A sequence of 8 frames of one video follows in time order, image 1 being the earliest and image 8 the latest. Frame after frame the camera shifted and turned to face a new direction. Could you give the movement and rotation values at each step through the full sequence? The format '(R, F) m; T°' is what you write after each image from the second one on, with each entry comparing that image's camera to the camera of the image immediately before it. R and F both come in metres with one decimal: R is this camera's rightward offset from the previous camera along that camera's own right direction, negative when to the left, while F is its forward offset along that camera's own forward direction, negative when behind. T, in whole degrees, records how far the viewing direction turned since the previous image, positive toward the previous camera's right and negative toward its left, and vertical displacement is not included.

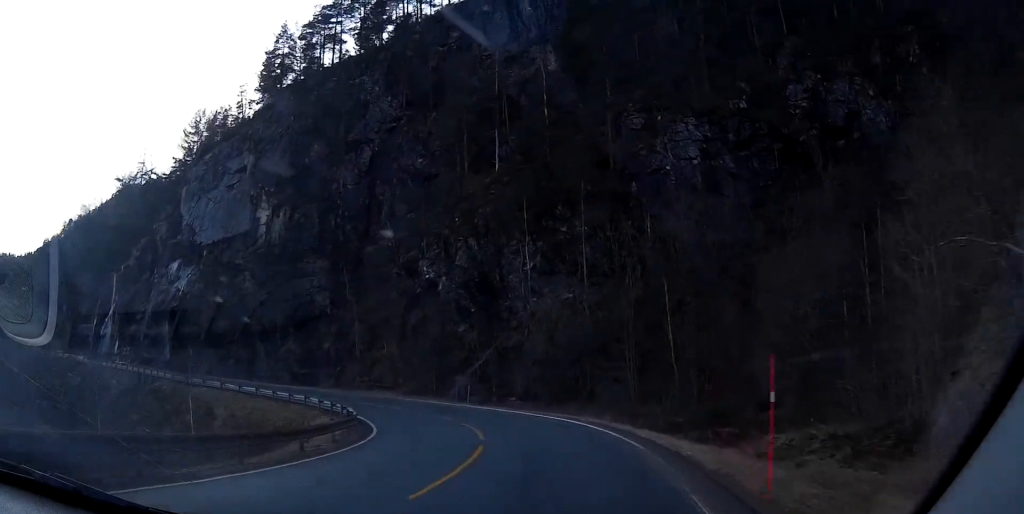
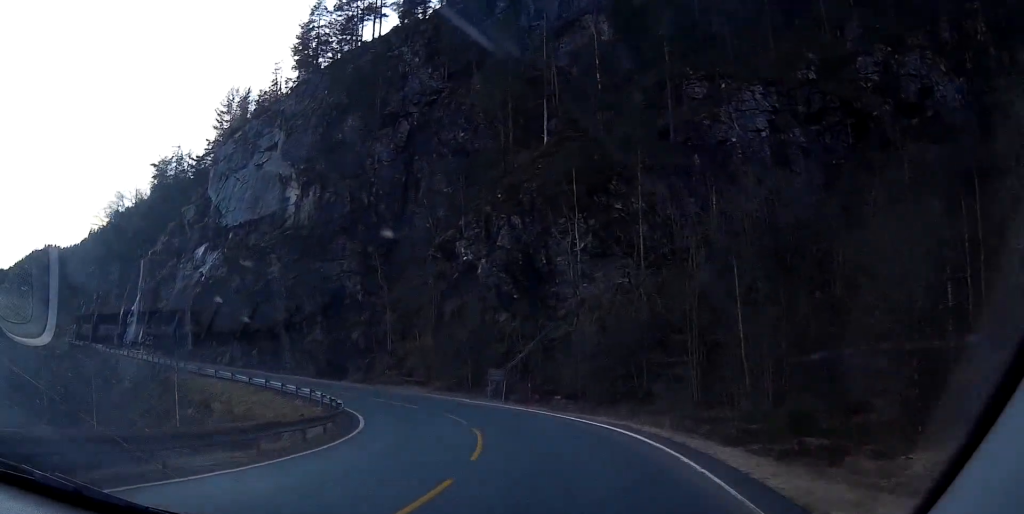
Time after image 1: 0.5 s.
(+0.1, +7.5) m; -2°
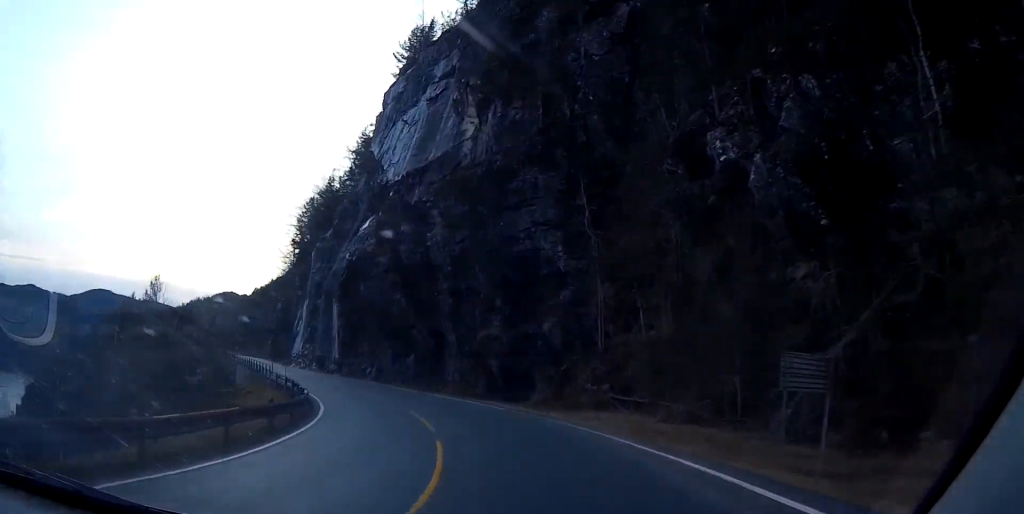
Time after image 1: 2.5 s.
(-5.3, +29.9) m; -23°
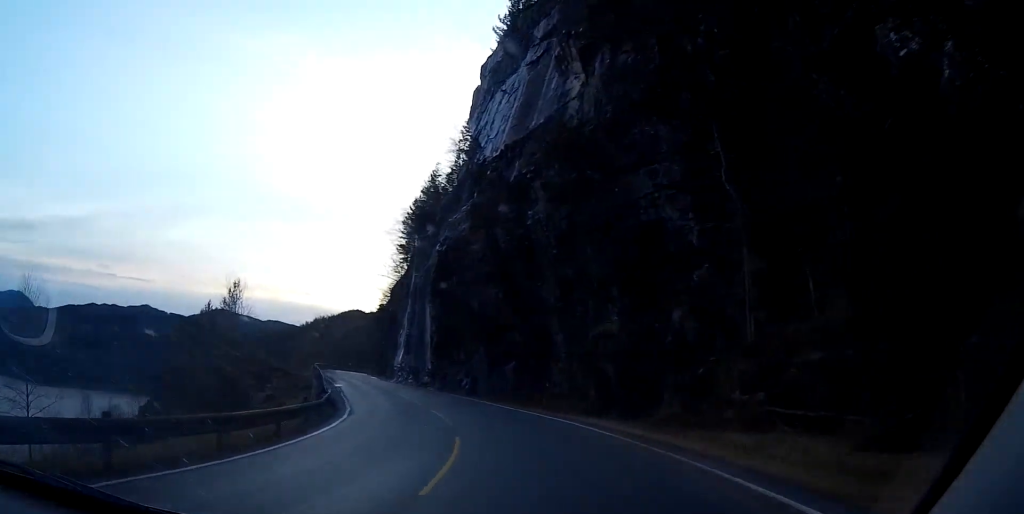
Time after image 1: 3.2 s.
(-0.9, +10.3) m; -10°
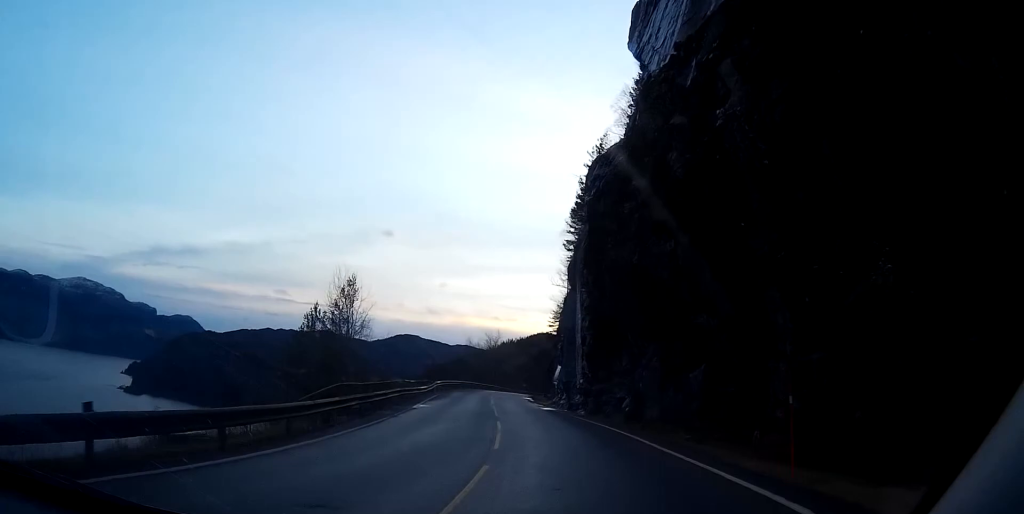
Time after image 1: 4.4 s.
(-2.6, +17.4) m; -16°
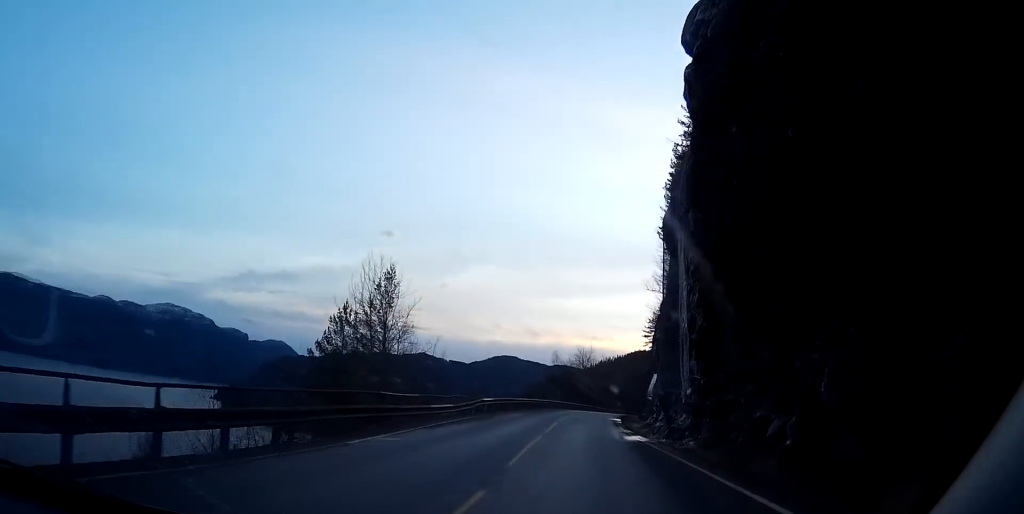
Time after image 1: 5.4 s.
(-1.2, +15.0) m; -6°
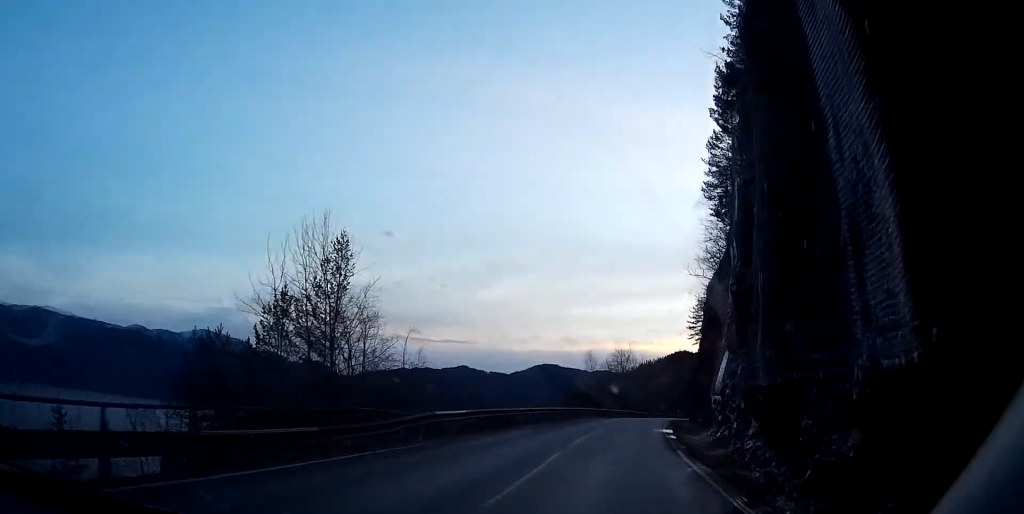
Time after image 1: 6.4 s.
(-0.5, +16.3) m; -2°
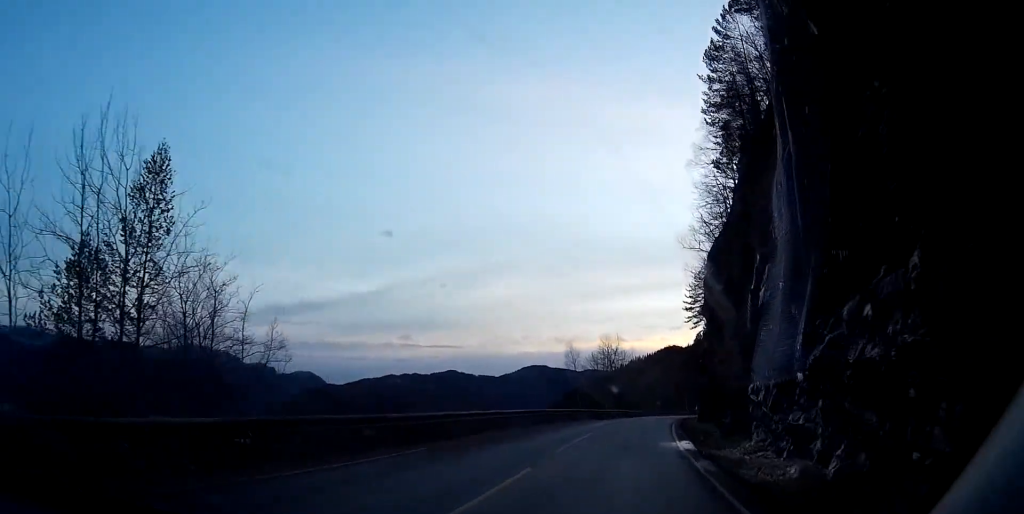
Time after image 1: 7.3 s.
(0.0, +16.3) m; -2°
